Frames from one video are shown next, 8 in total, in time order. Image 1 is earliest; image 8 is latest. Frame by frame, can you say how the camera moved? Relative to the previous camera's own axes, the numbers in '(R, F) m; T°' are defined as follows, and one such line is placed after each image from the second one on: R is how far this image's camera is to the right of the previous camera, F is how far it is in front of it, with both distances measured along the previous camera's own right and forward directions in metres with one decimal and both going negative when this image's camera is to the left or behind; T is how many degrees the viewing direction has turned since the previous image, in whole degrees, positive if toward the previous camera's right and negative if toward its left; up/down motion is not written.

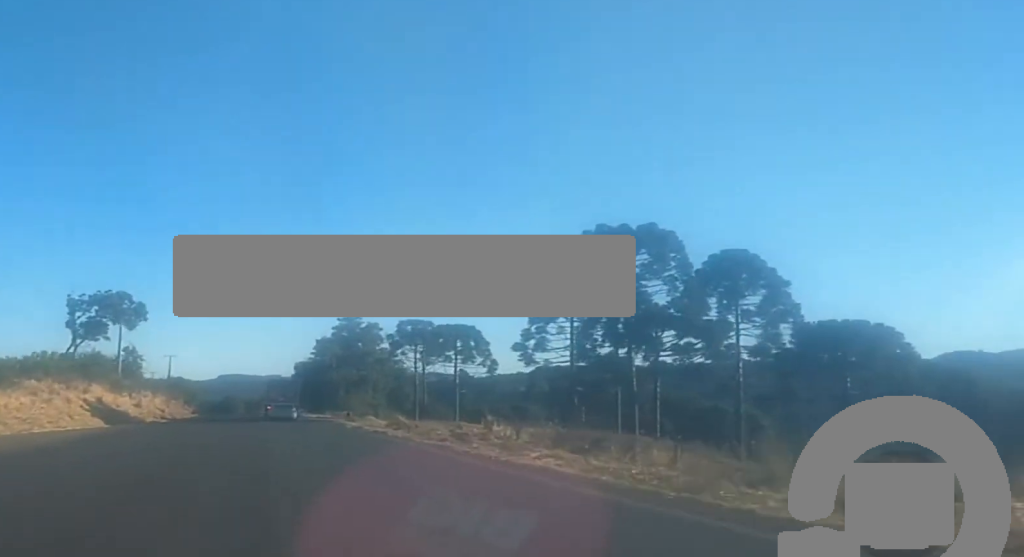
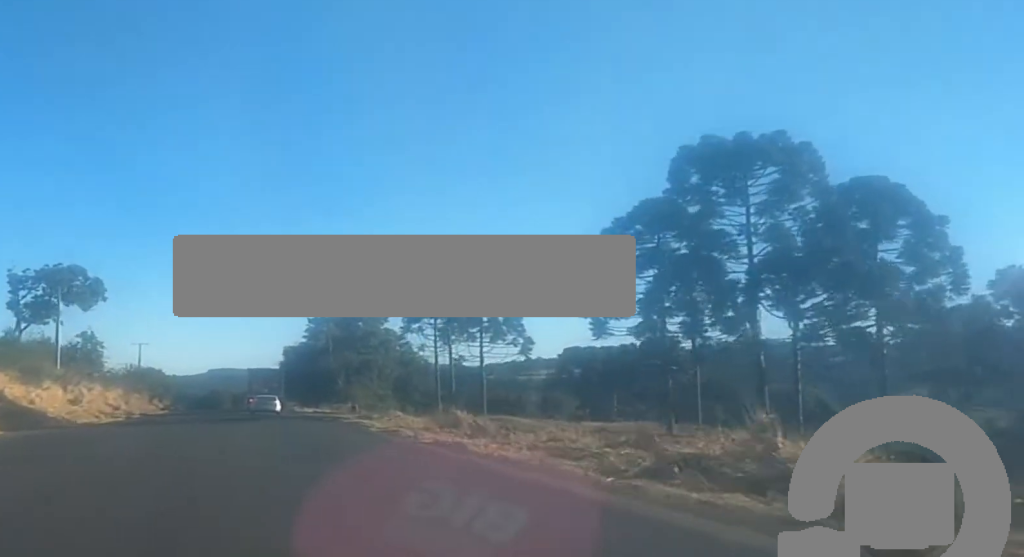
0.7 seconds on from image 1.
(+0.2, +23.0) m; 0°
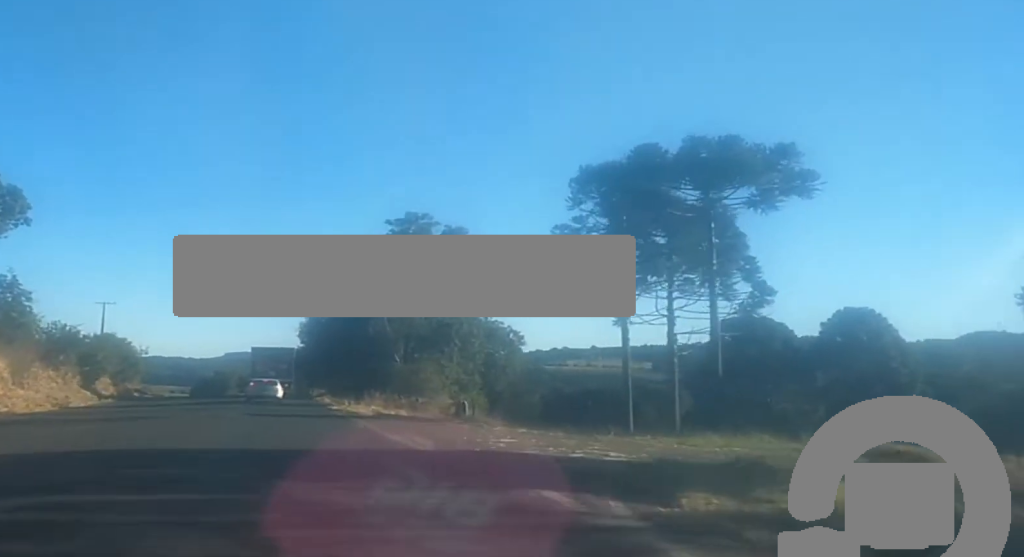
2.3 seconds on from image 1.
(-0.8, +47.2) m; -2°
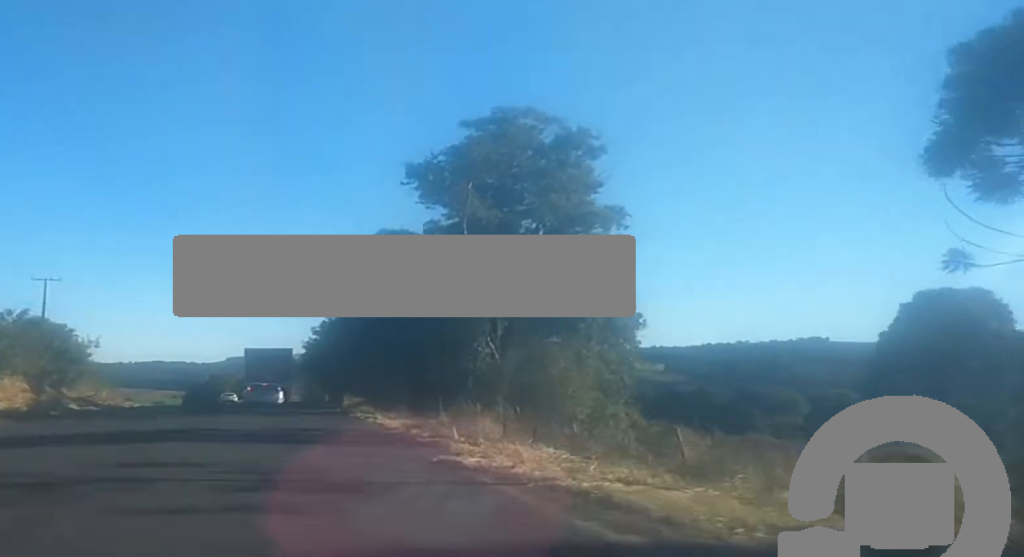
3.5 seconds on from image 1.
(-0.3, +30.3) m; 0°
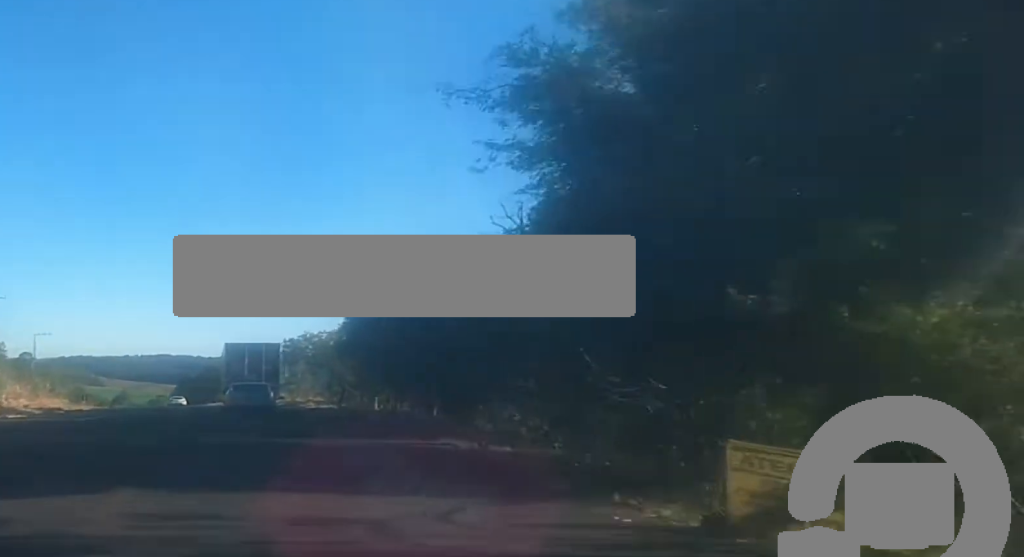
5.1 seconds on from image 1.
(+0.2, +40.6) m; 0°
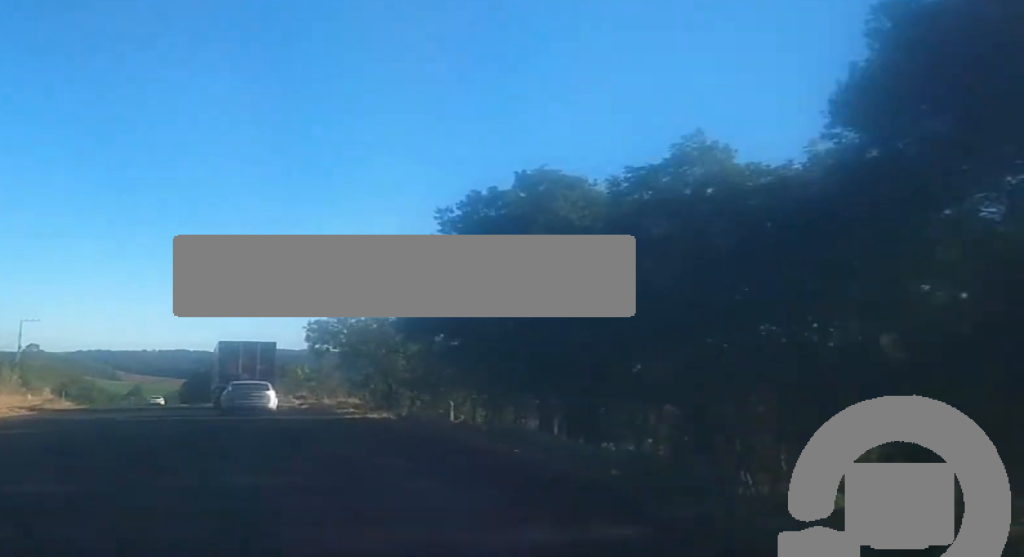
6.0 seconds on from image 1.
(-0.2, +18.7) m; -1°
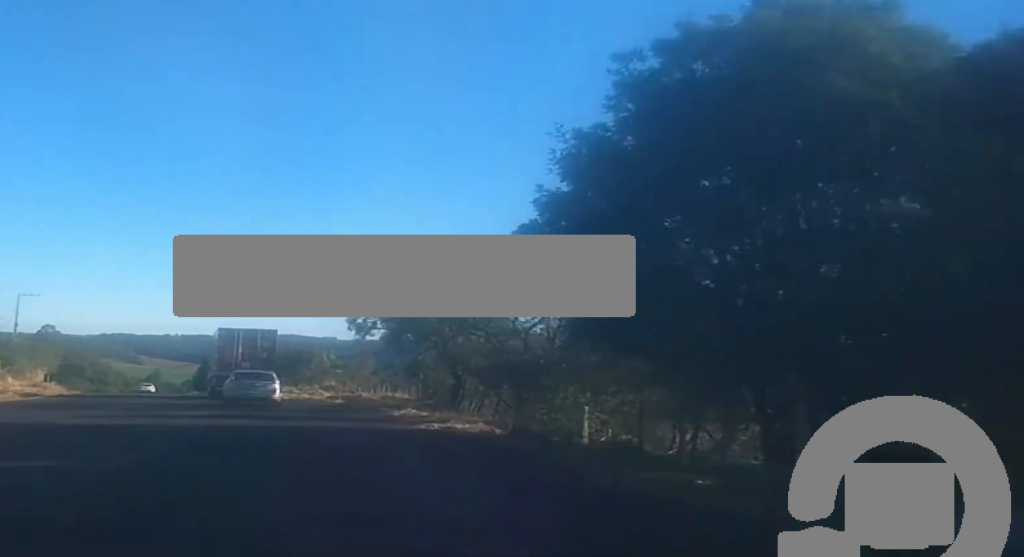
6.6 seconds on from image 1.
(-0.2, +14.3) m; 0°
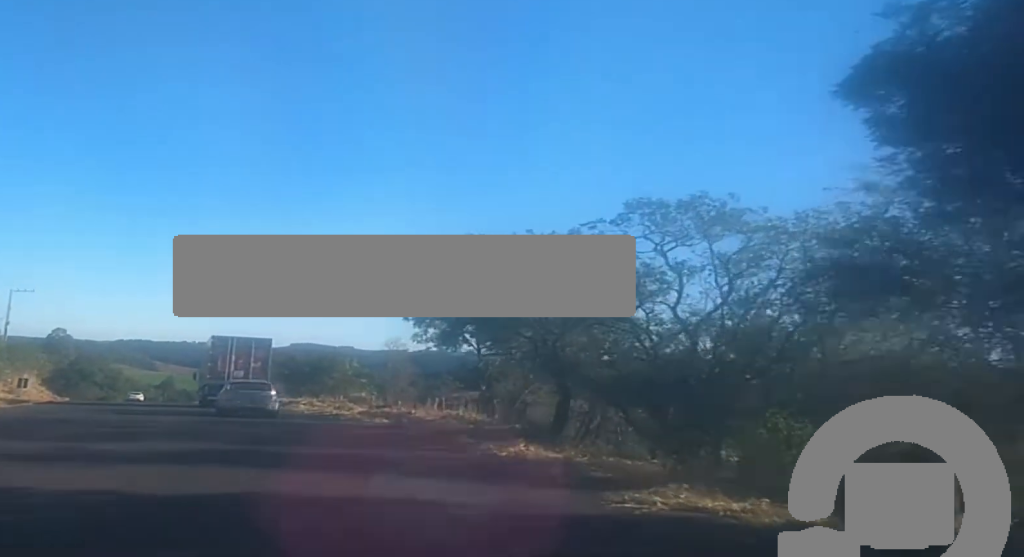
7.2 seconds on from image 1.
(-0.1, +12.0) m; 0°
